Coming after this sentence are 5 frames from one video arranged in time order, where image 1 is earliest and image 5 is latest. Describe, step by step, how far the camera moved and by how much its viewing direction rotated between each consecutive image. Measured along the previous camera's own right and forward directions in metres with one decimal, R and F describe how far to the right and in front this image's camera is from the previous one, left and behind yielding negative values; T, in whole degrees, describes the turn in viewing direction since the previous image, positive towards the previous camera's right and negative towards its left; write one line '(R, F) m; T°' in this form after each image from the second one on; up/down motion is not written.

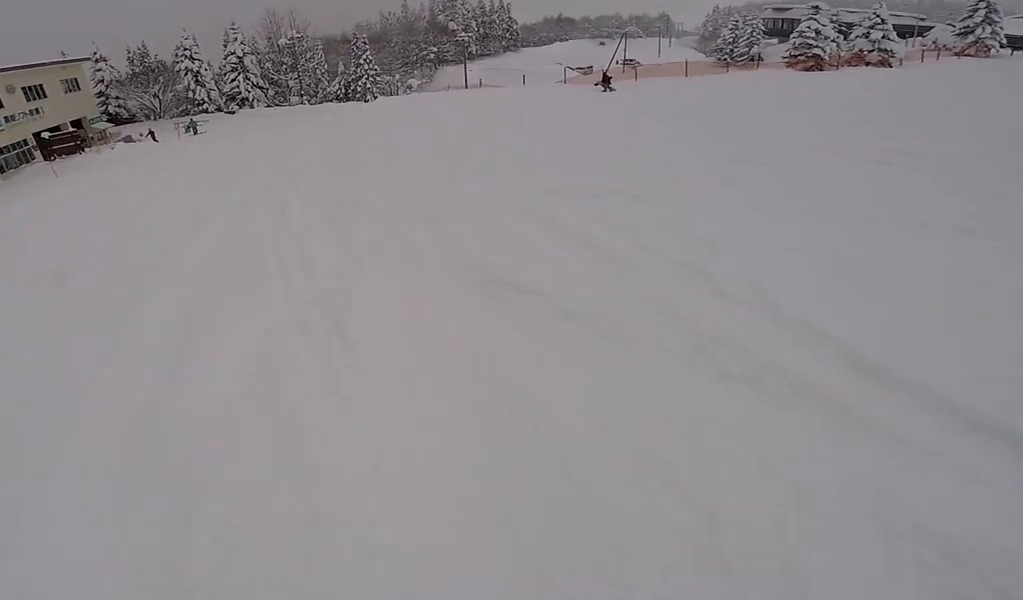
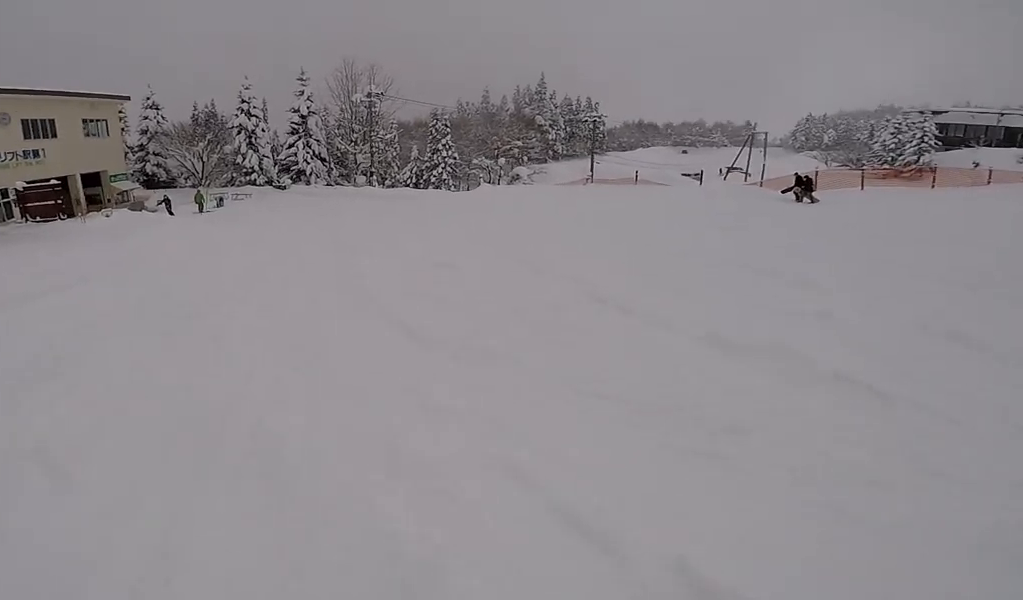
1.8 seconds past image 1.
(-0.3, +14.4) m; -8°
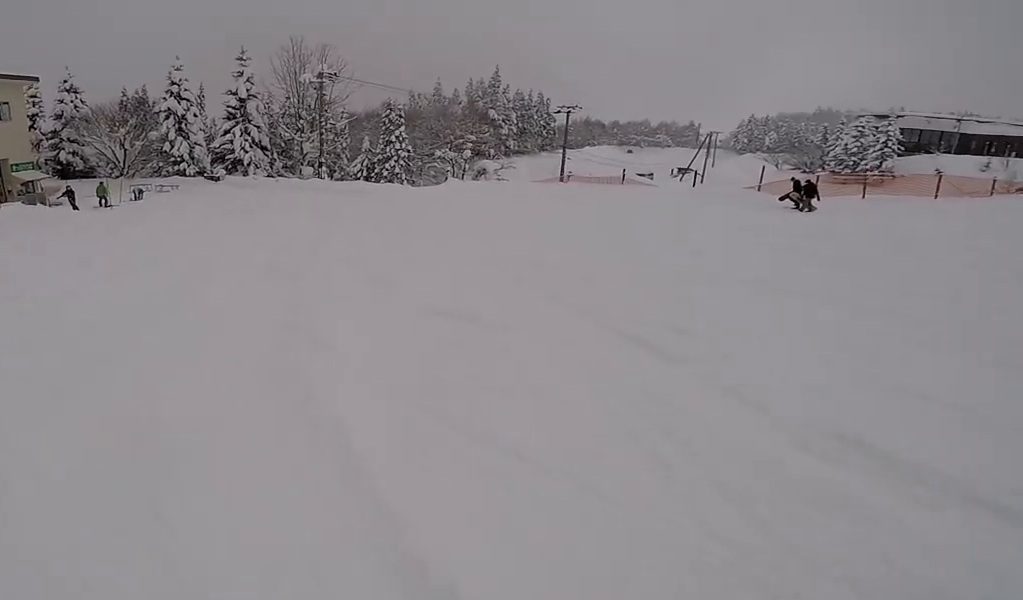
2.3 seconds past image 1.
(0.0, +4.2) m; 0°
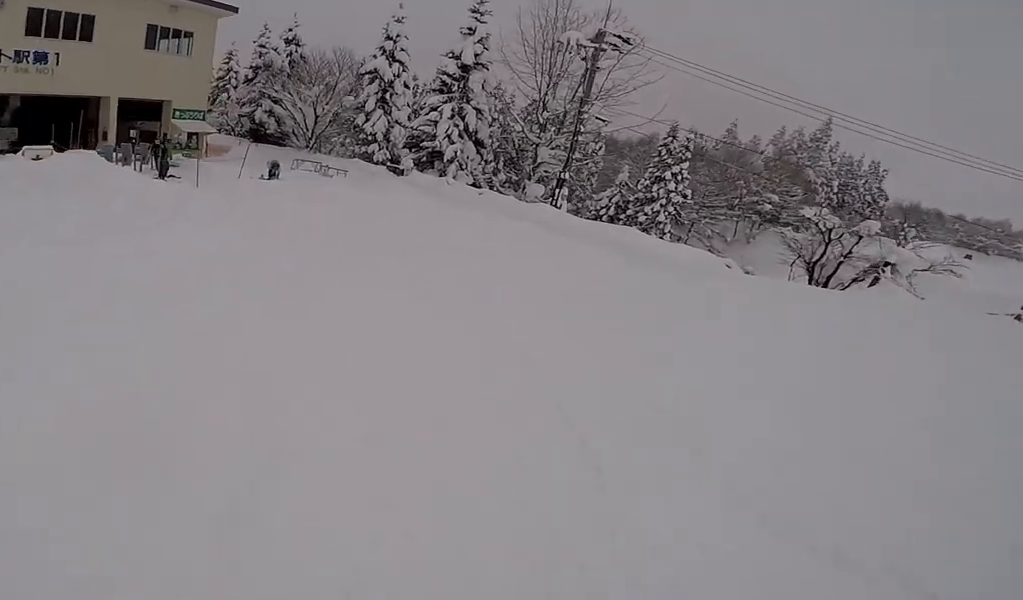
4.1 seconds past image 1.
(-0.6, +12.4) m; -7°
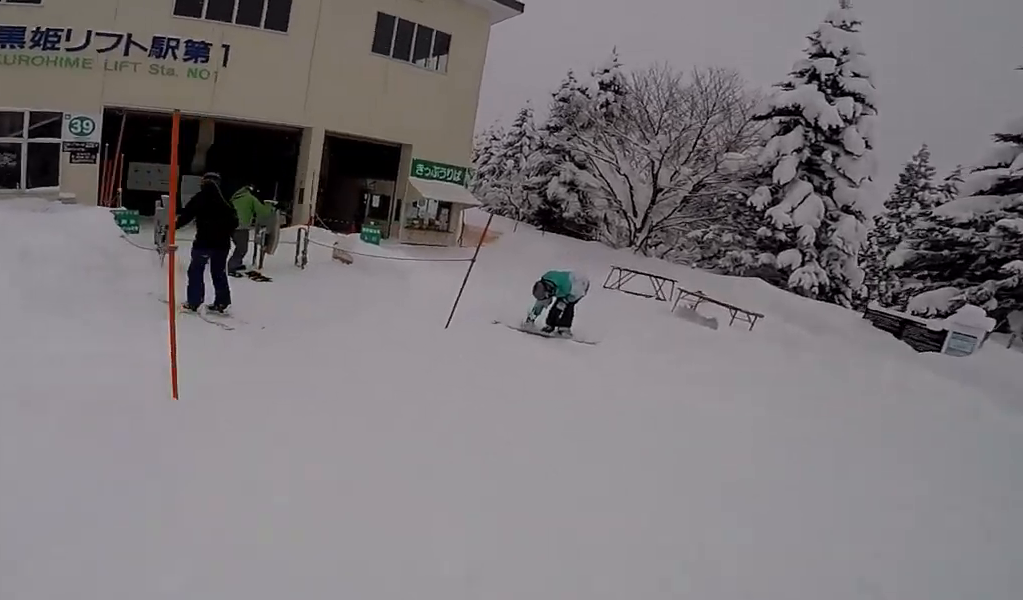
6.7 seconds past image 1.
(-2.0, +11.8) m; -38°
